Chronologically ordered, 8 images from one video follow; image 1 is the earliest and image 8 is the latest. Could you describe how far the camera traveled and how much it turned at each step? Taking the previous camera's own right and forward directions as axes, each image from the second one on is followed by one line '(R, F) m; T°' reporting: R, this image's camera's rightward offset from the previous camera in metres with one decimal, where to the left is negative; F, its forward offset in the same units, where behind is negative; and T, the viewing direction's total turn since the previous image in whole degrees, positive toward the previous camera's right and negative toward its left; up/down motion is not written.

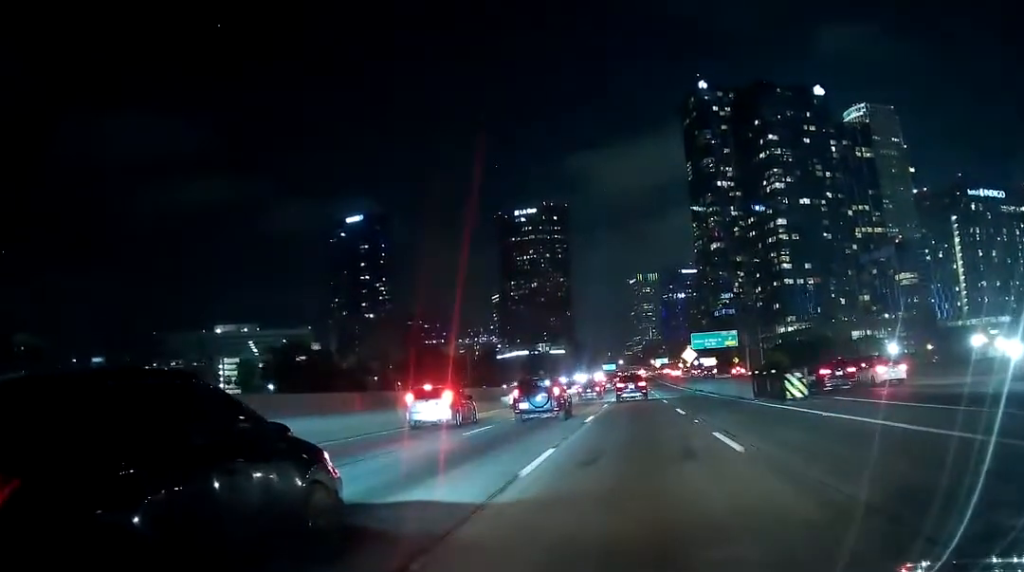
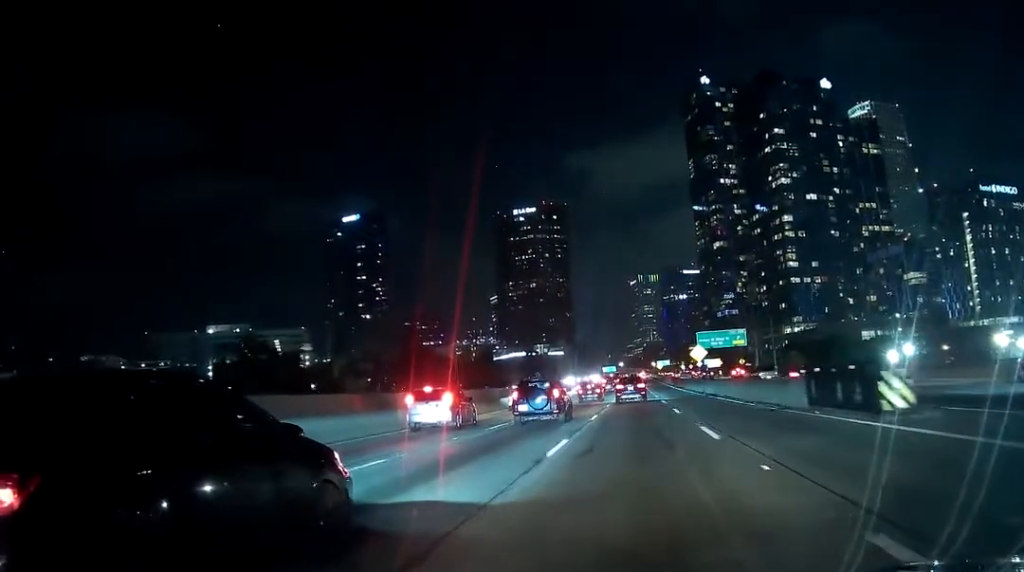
(-0.1, +11.6) m; +1°
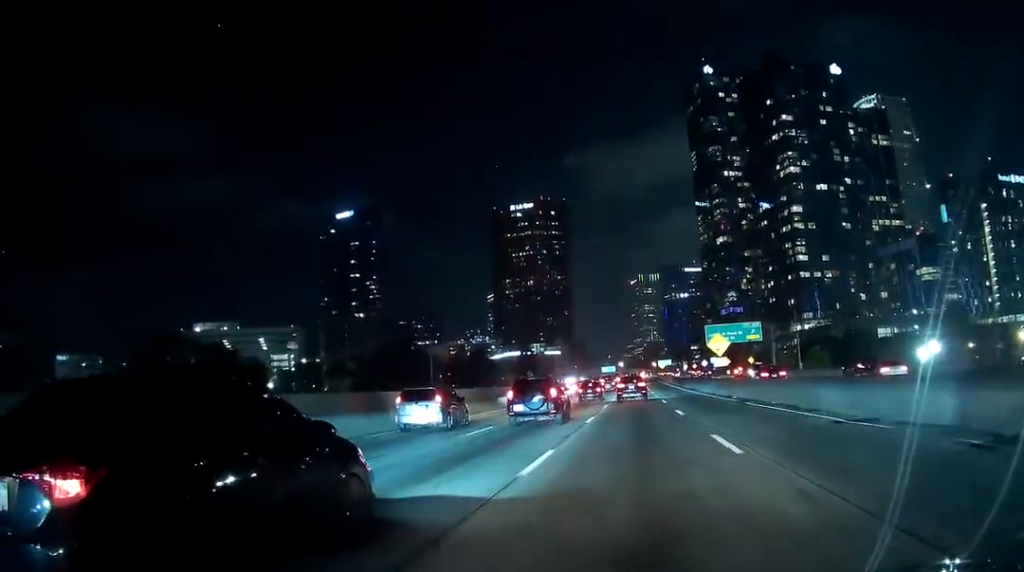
(+0.3, +17.1) m; 0°
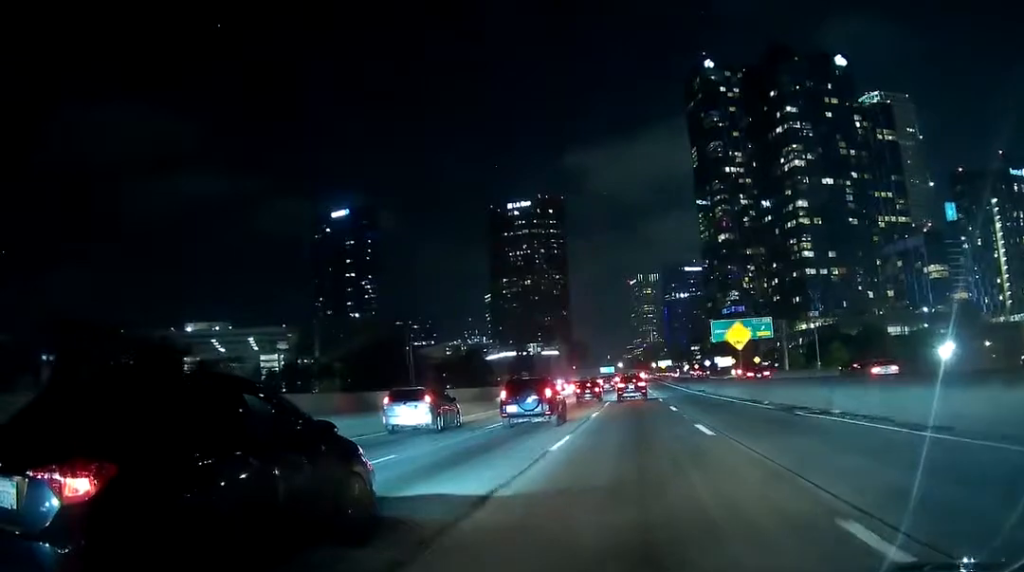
(-0.3, +10.4) m; -1°
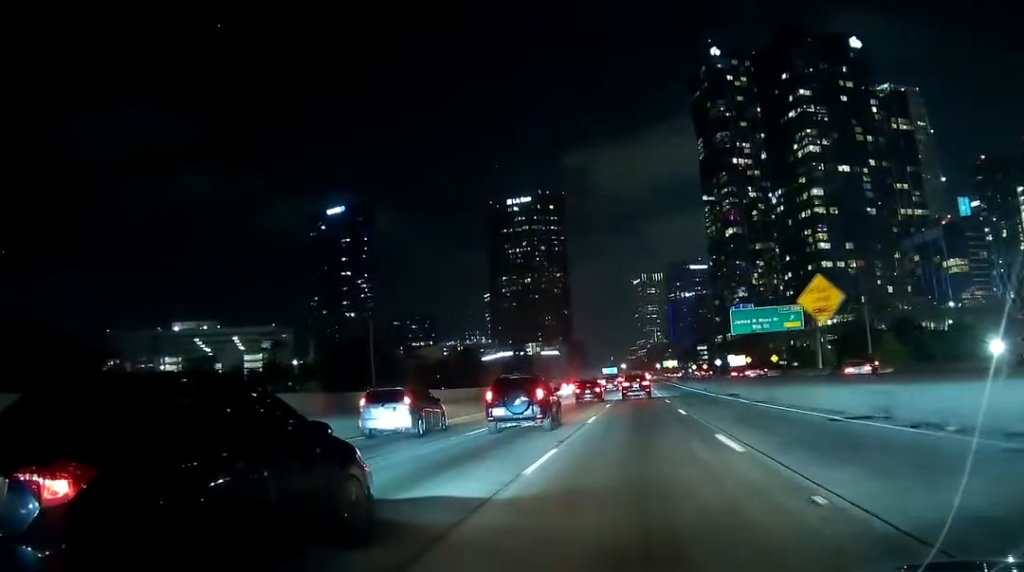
(+0.1, +18.7) m; -1°
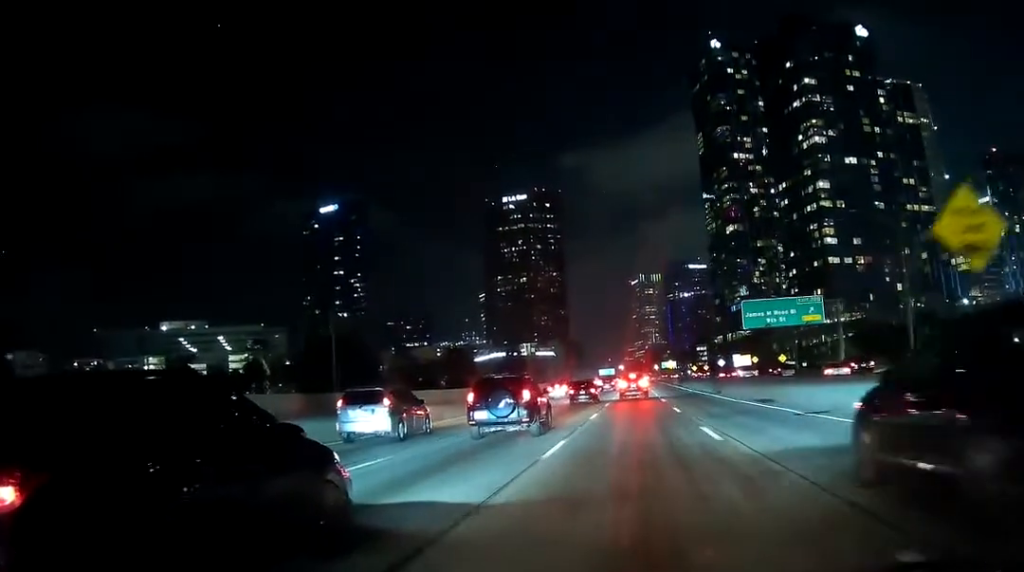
(-0.4, +11.4) m; -2°
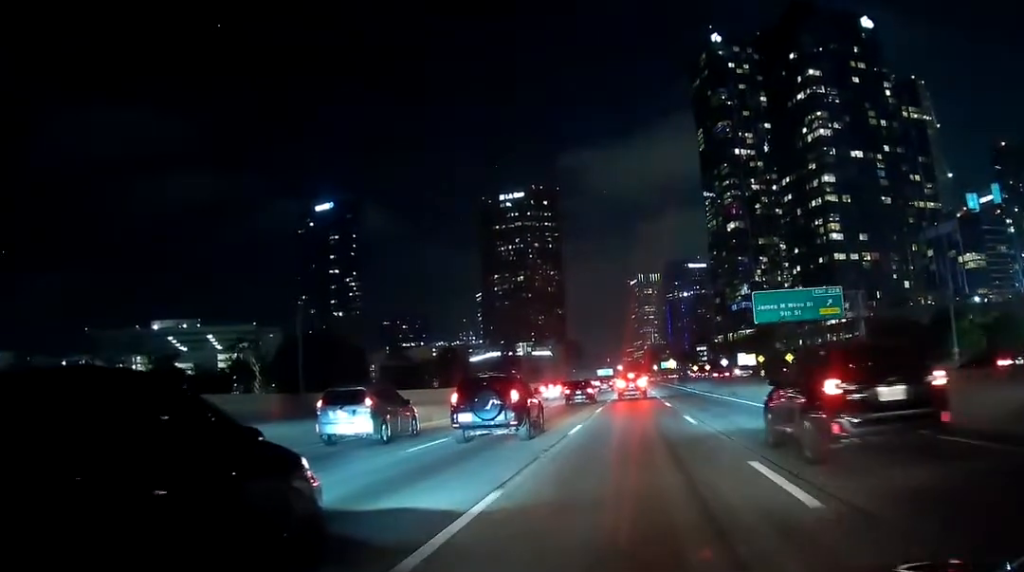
(0.0, +8.2) m; +1°
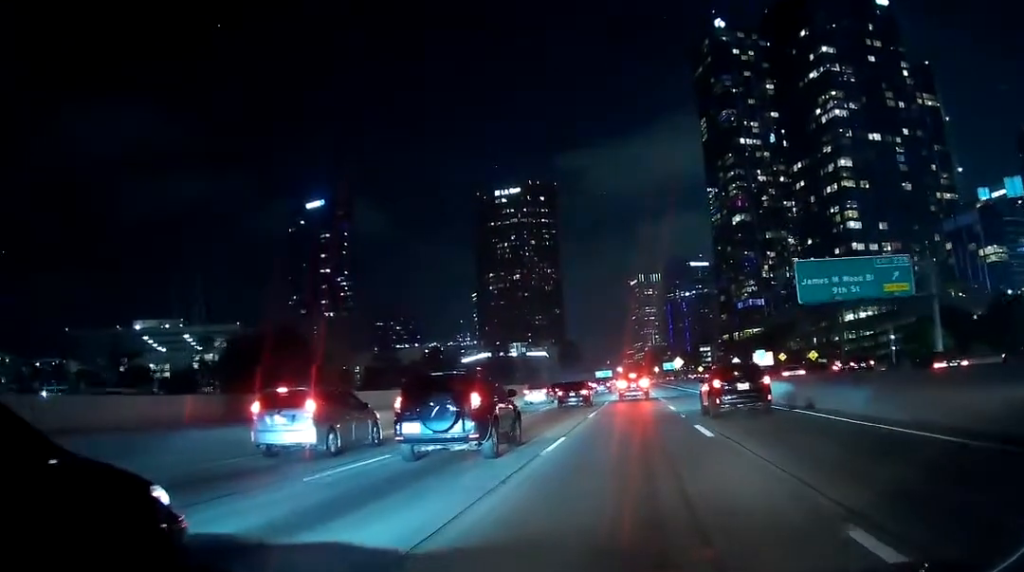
(+0.8, +20.0) m; +1°
